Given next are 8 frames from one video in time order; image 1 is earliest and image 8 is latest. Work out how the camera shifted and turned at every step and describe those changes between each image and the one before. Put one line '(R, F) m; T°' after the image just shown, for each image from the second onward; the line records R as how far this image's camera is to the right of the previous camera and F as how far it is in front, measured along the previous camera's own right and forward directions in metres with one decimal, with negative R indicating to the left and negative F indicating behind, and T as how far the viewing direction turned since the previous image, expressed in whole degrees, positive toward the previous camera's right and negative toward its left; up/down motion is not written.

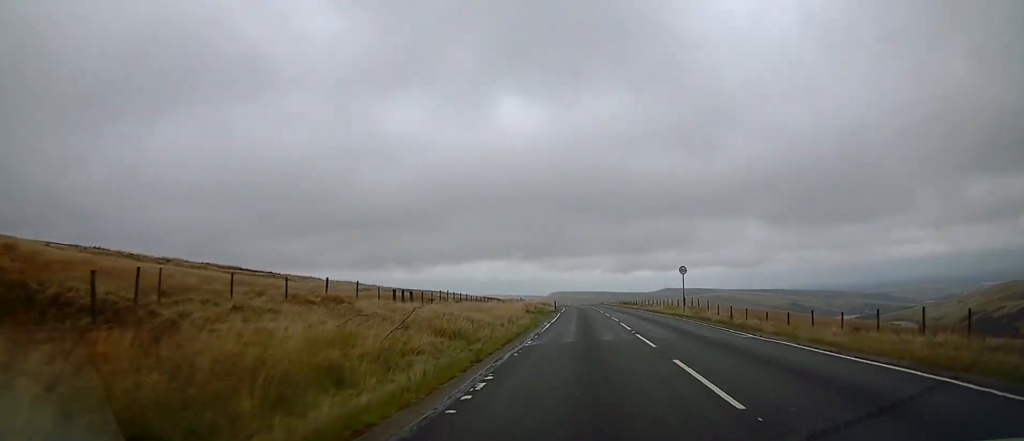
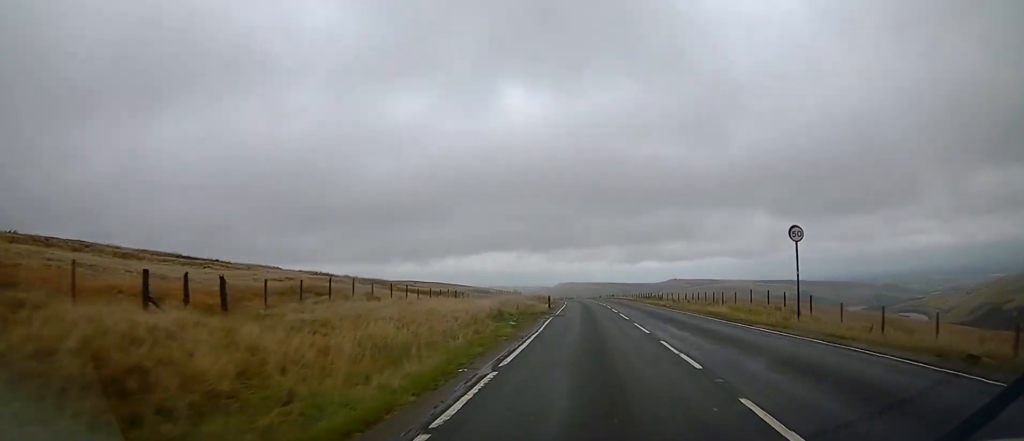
(-0.1, +17.1) m; 0°
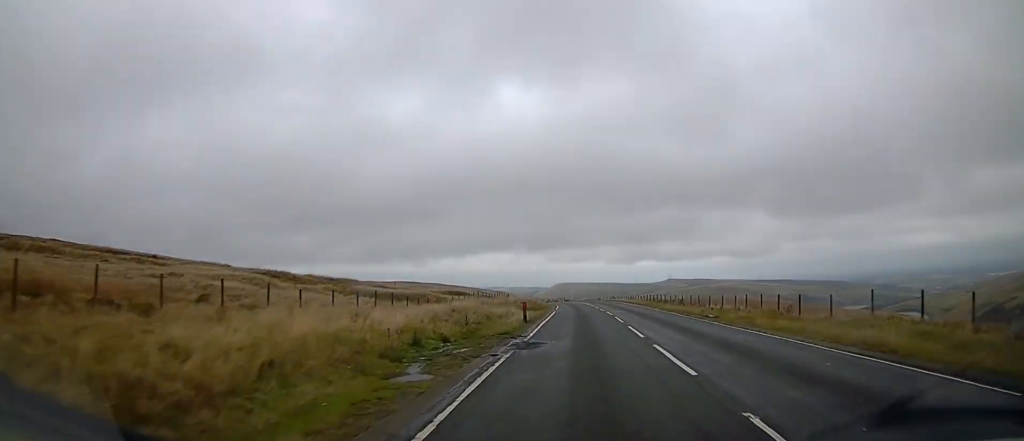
(+0.1, +13.1) m; 0°
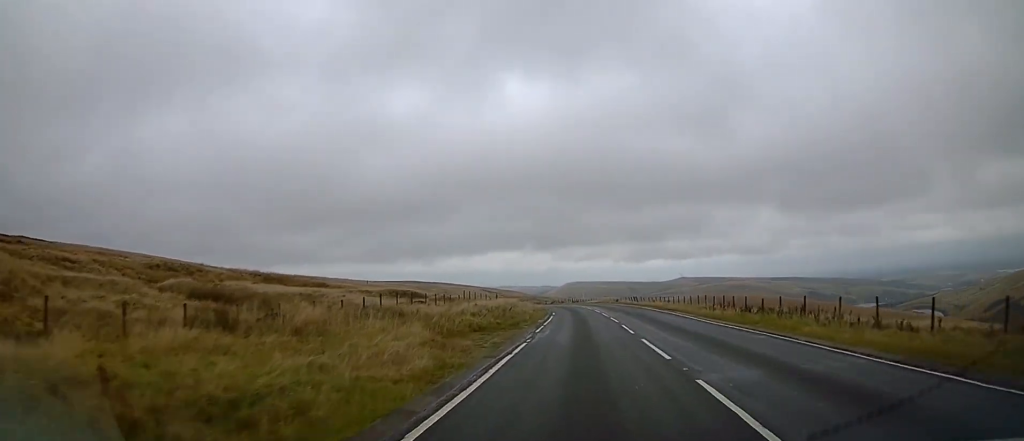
(-0.2, +23.6) m; -1°
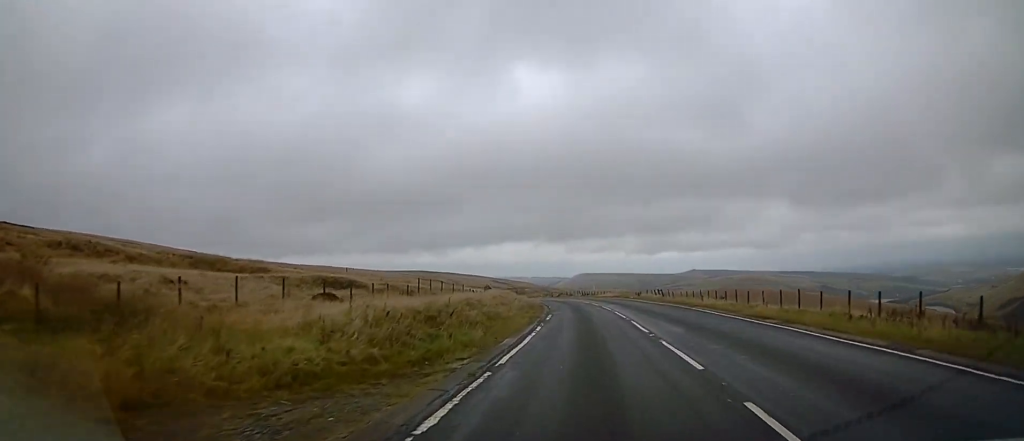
(-0.1, +15.3) m; -1°
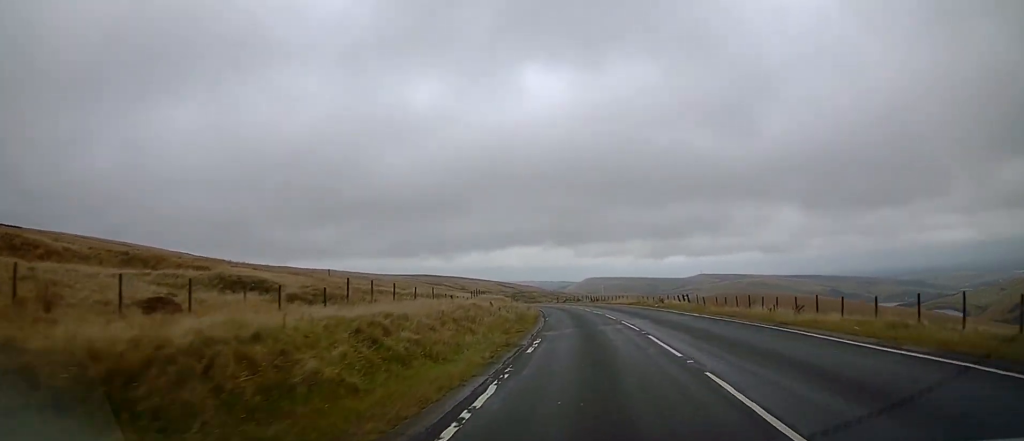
(0.0, +10.7) m; -1°
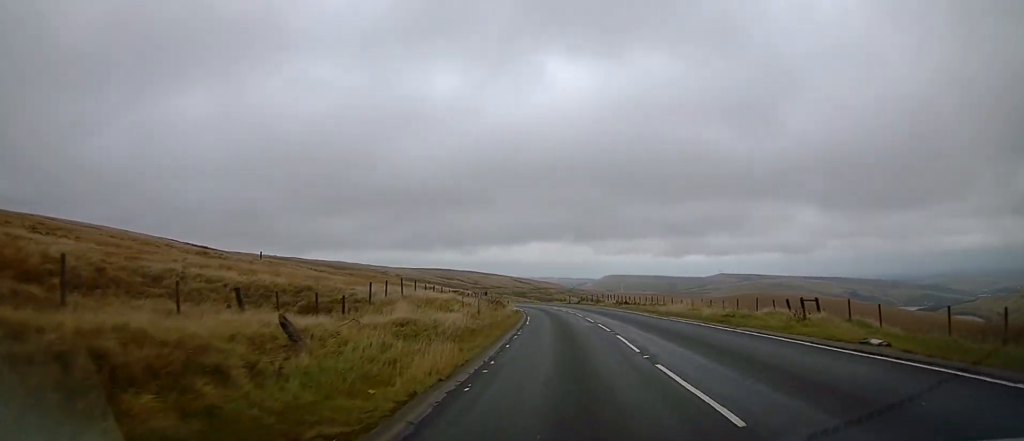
(-0.4, +25.0) m; -3°
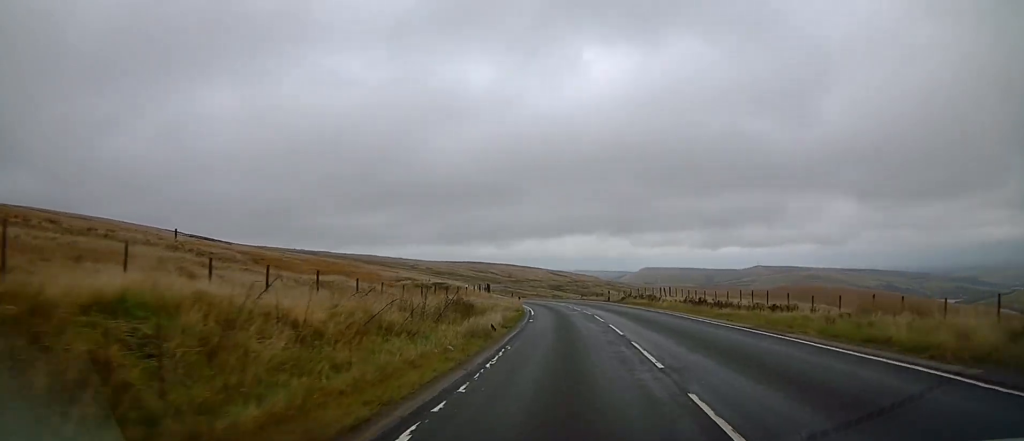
(-0.5, +21.3) m; -3°
